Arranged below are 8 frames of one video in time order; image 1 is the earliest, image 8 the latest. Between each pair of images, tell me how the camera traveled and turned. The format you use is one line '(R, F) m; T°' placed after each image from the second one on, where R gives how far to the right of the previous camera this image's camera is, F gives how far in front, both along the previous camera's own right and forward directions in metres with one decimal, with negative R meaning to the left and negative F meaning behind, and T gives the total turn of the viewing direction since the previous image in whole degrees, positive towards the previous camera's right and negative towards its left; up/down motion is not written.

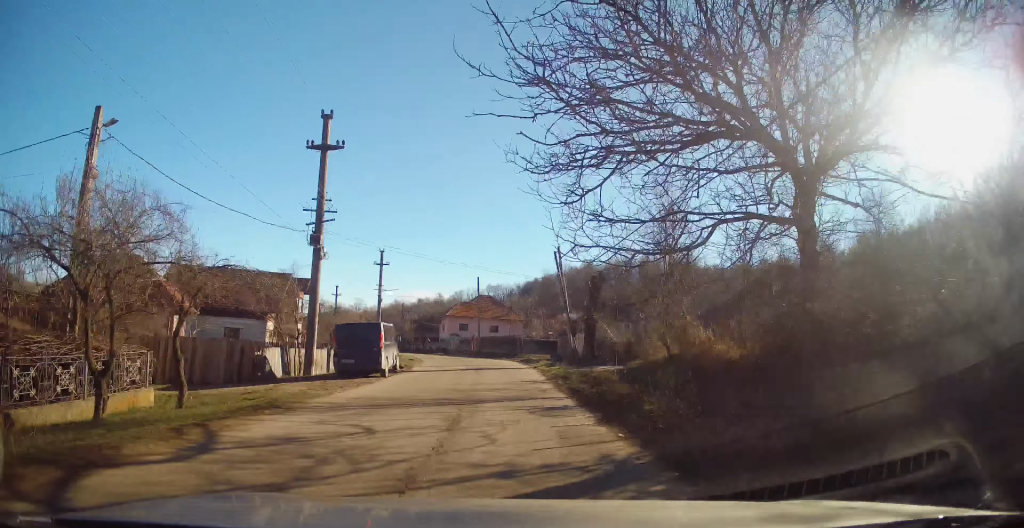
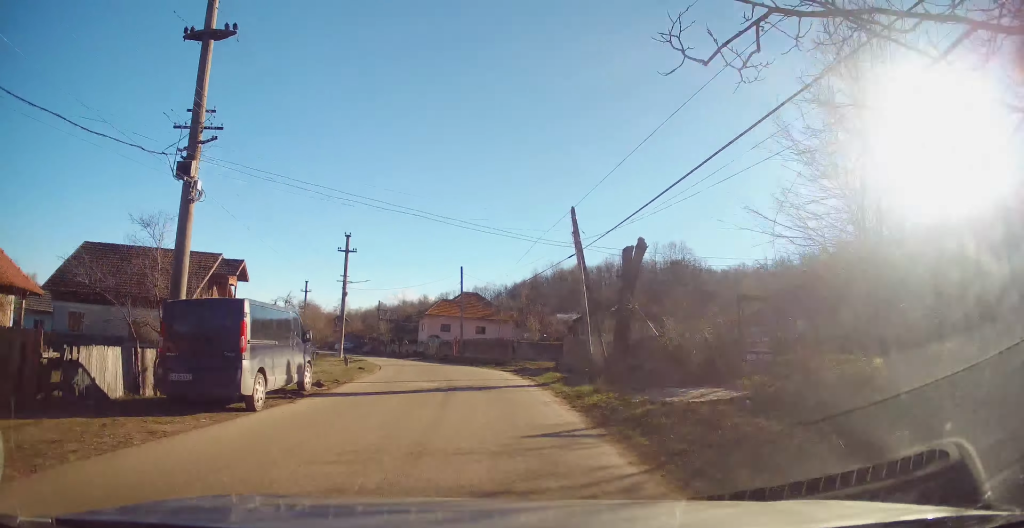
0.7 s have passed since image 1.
(+0.2, +10.0) m; +1°
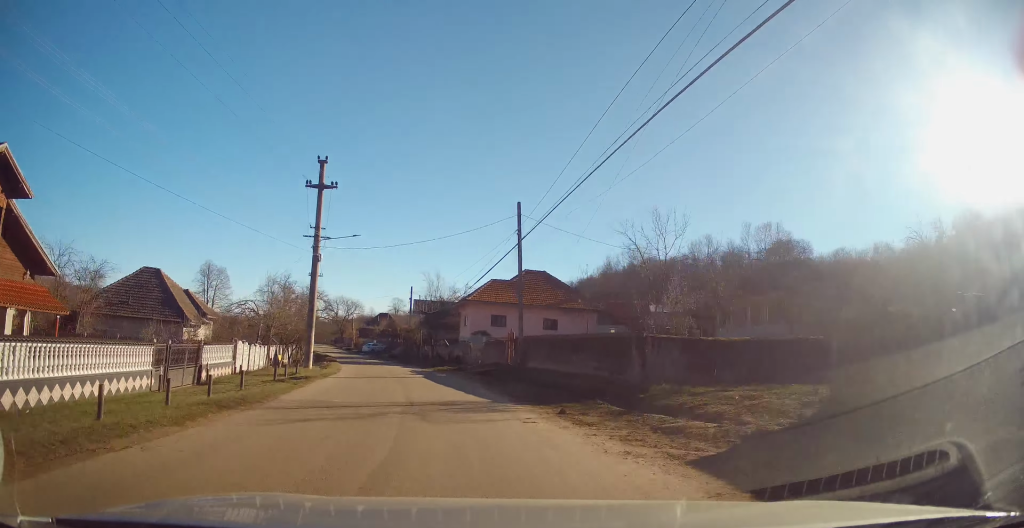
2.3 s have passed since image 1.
(-0.1, +22.7) m; -4°
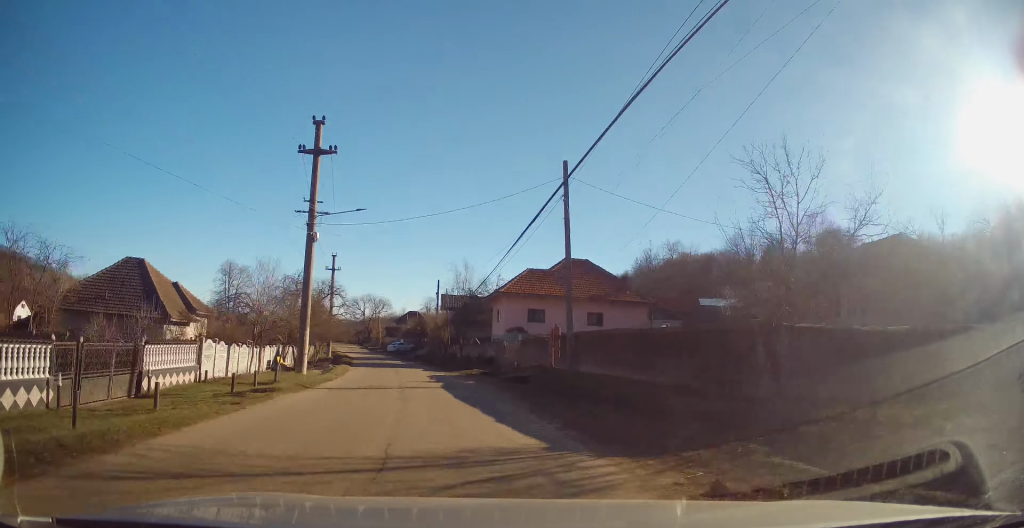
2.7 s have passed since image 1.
(-0.3, +6.2) m; -3°
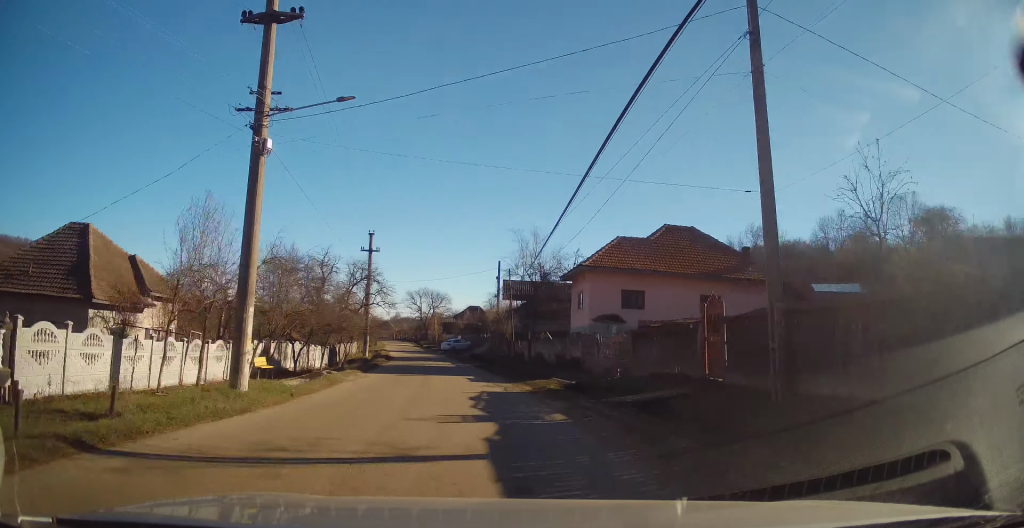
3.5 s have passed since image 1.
(-0.5, +11.5) m; -6°
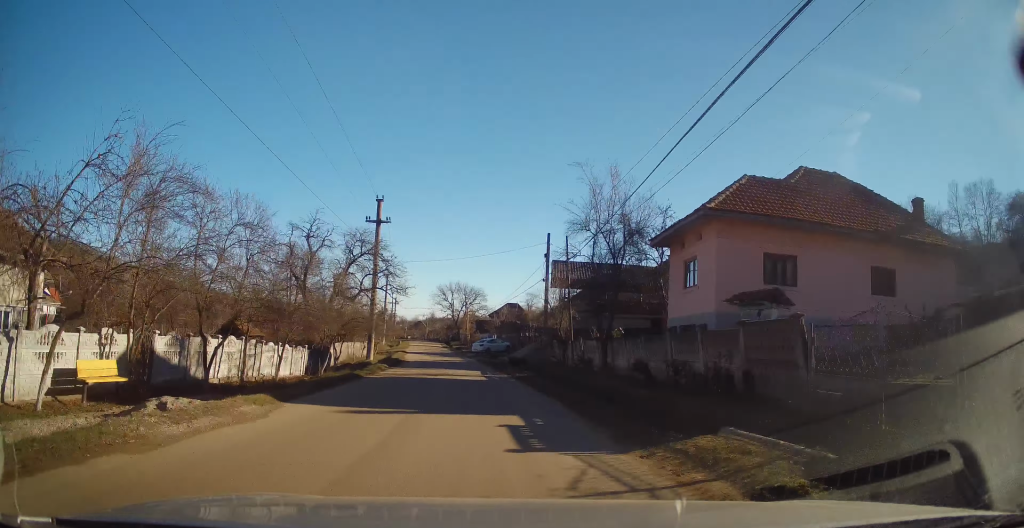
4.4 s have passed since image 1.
(-0.7, +12.2) m; -7°
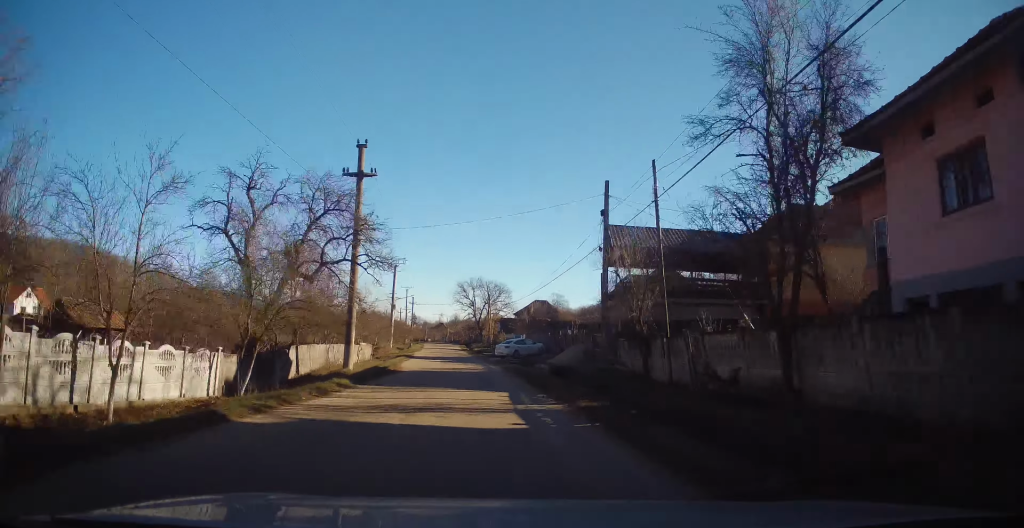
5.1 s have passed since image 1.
(-0.7, +11.5) m; -3°
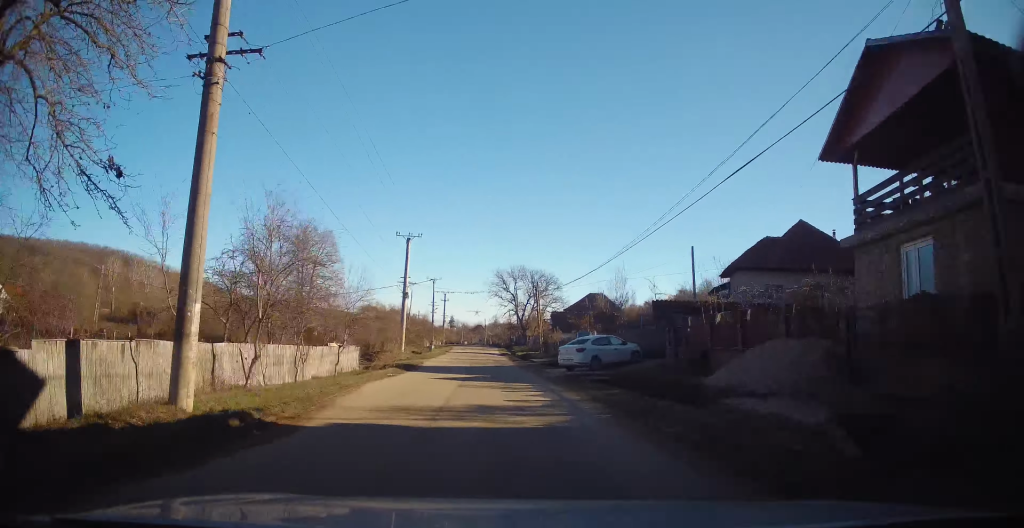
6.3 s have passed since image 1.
(-0.4, +17.6) m; -2°
